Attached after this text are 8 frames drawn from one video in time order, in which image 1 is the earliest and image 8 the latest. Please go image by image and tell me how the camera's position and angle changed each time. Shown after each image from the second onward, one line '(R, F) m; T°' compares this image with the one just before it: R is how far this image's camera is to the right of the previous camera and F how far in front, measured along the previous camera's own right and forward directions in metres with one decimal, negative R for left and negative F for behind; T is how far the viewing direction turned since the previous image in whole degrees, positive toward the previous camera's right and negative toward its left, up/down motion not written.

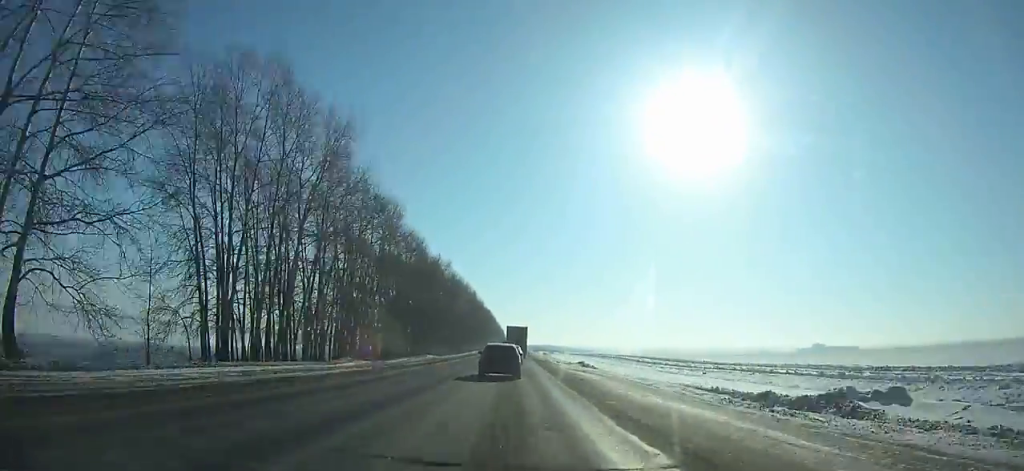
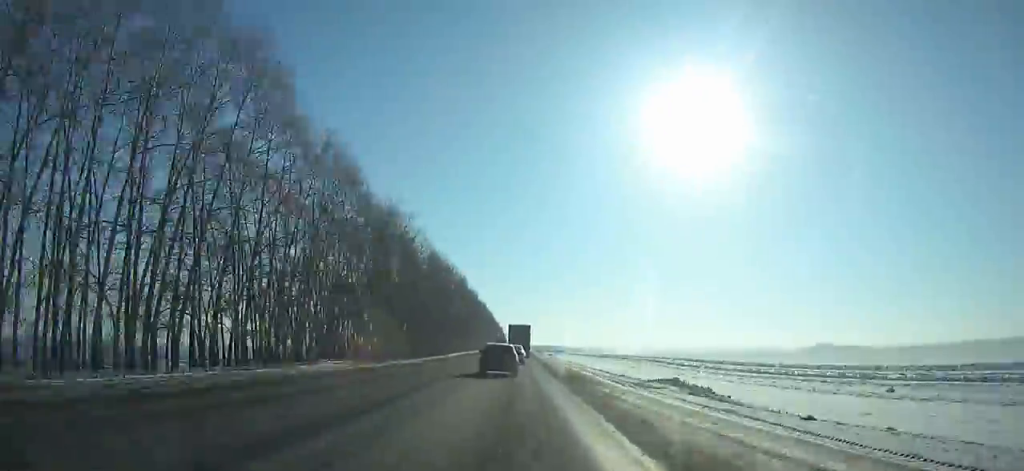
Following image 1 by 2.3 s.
(-0.1, +37.9) m; 0°
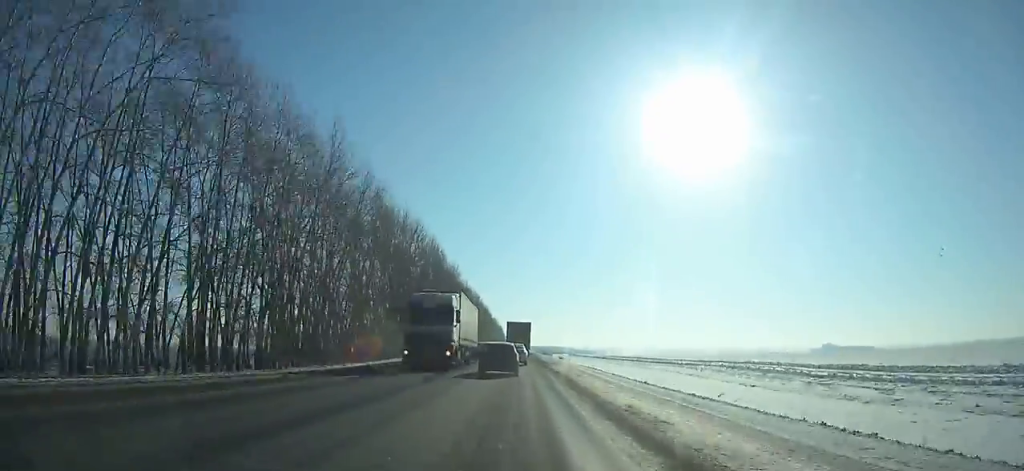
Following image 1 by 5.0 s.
(+0.1, +45.4) m; 0°
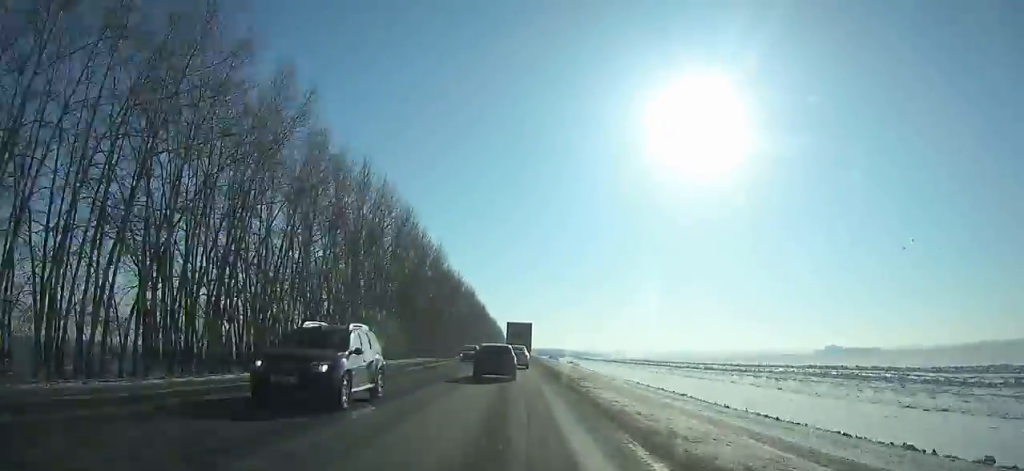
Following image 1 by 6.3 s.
(+0.1, +22.1) m; 0°
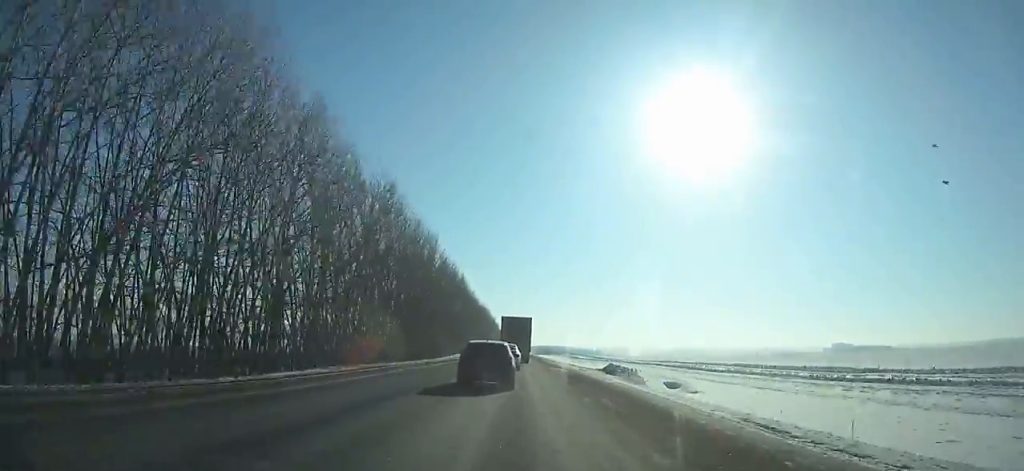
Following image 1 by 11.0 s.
(+3.8, +78.7) m; +4°
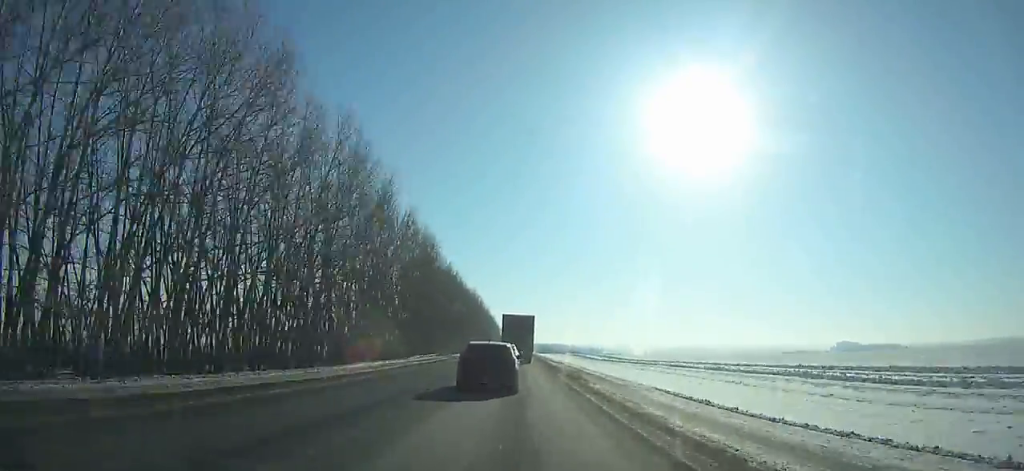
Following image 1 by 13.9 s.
(+0.4, +47.5) m; -6°
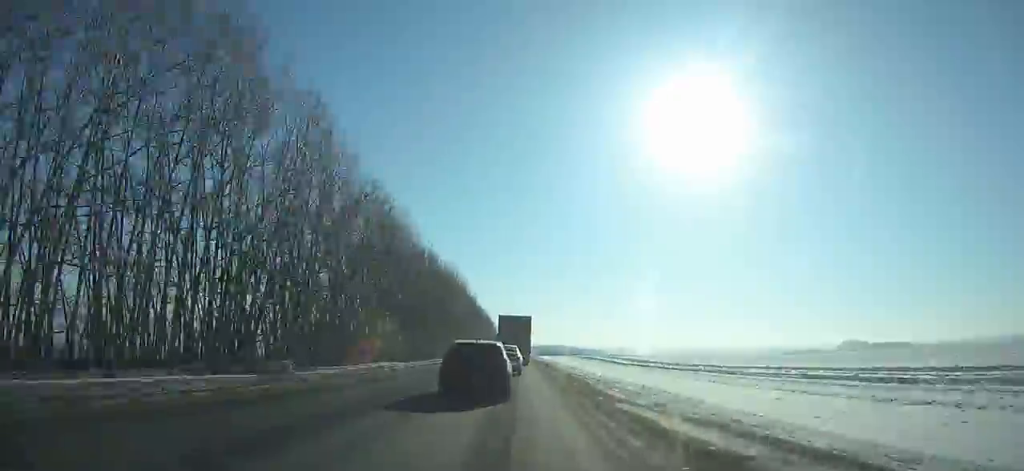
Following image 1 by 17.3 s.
(-5.7, +56.8) m; -2°
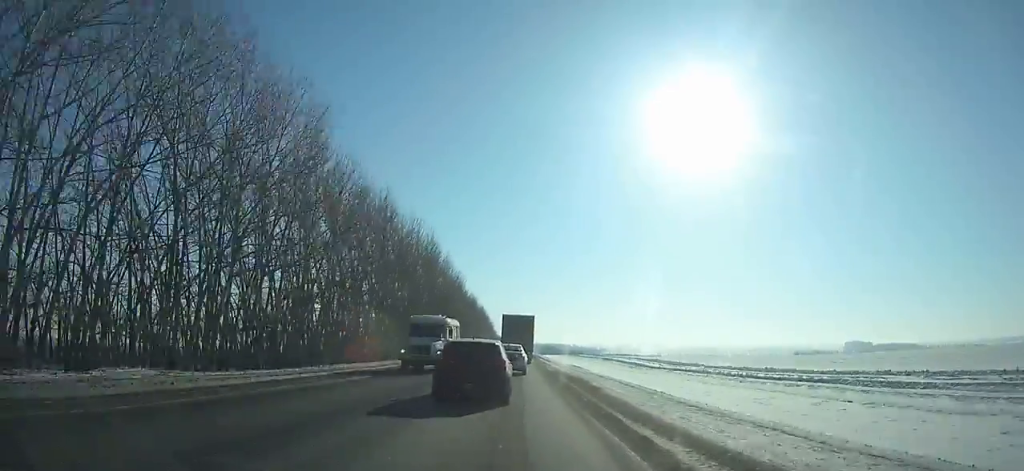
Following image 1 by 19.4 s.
(+1.7, +35.3) m; +3°
